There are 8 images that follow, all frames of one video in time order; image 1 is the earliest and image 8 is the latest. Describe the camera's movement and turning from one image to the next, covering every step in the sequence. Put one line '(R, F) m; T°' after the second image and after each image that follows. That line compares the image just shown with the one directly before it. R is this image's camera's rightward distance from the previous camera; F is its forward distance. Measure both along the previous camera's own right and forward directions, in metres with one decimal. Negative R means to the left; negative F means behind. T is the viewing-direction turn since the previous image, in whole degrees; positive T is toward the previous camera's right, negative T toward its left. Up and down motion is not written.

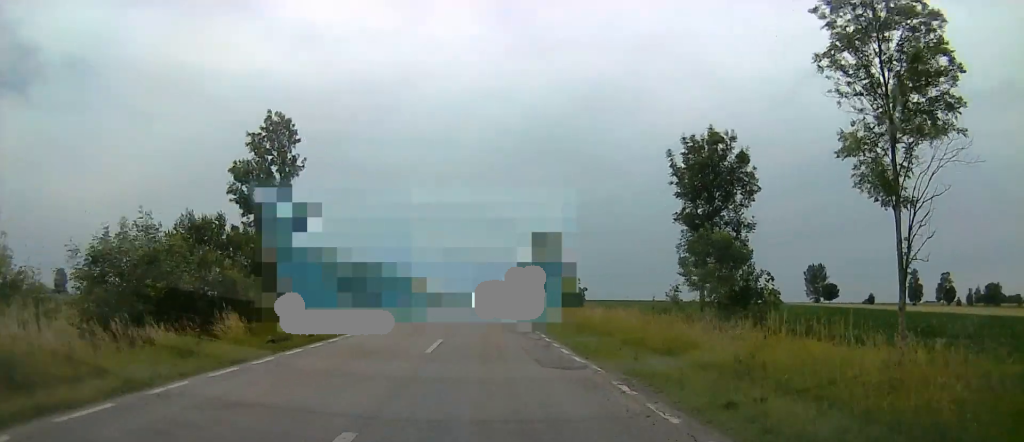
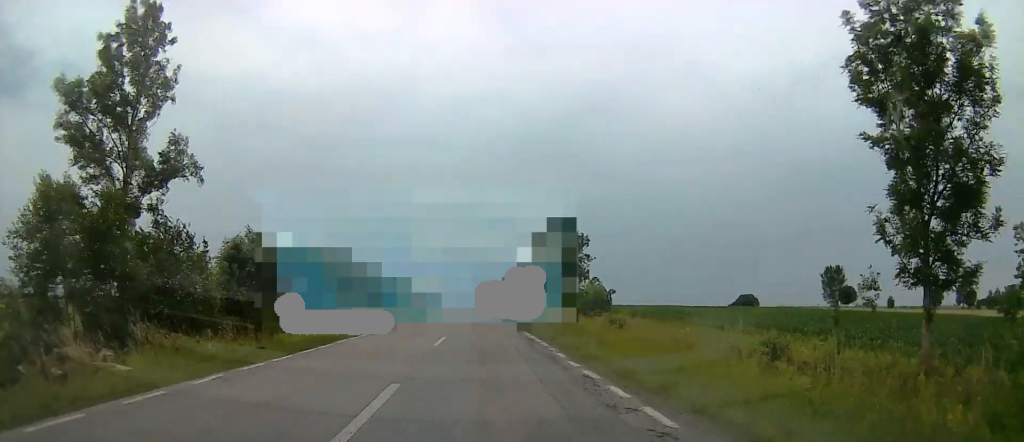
(-1.3, +20.2) m; 0°
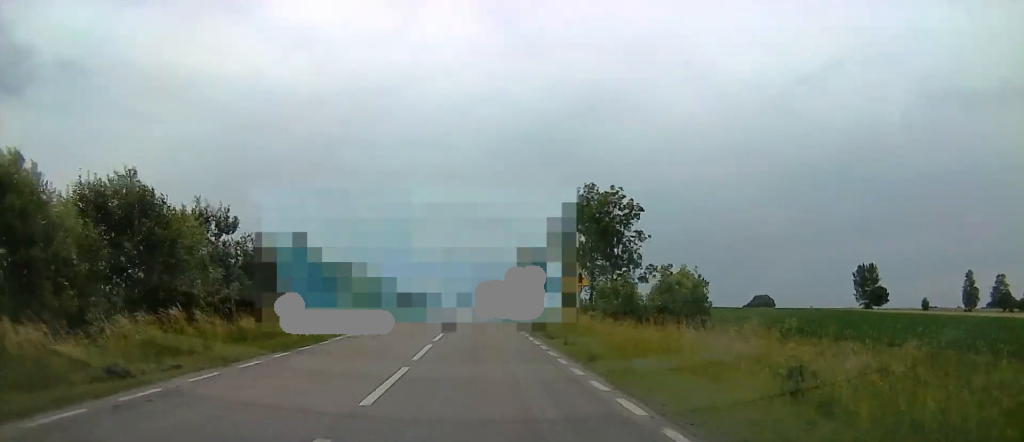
(+1.7, +27.9) m; +4°
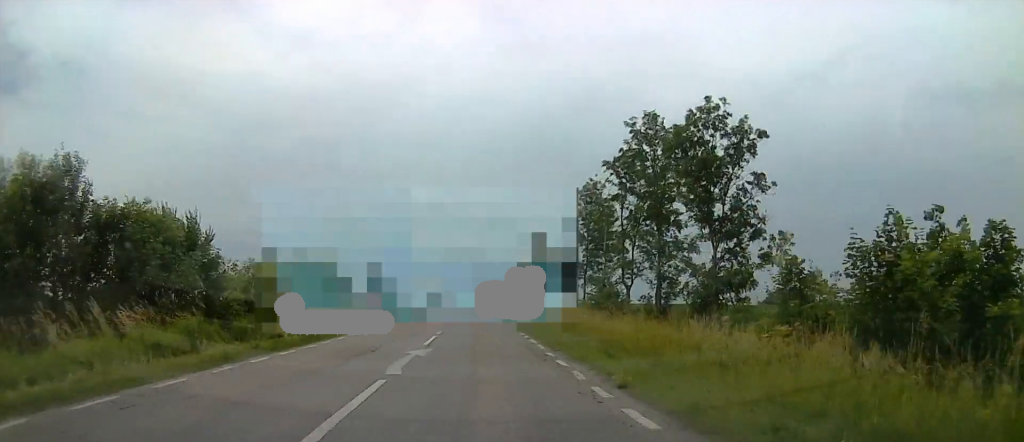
(+0.1, +26.1) m; 0°
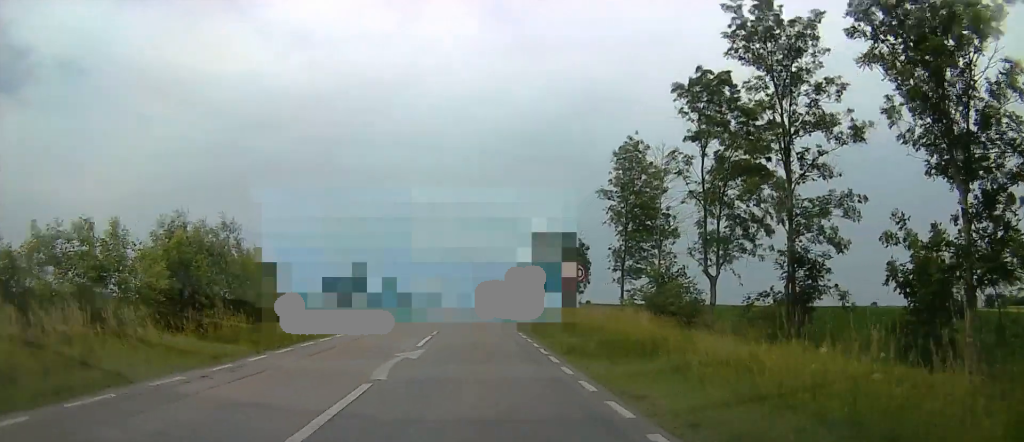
(0.0, +18.2) m; 0°
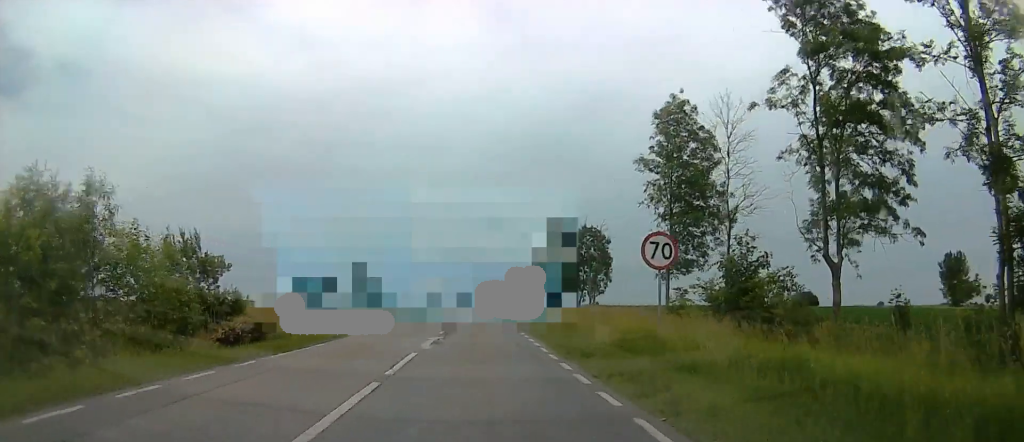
(+0.1, +11.1) m; -1°
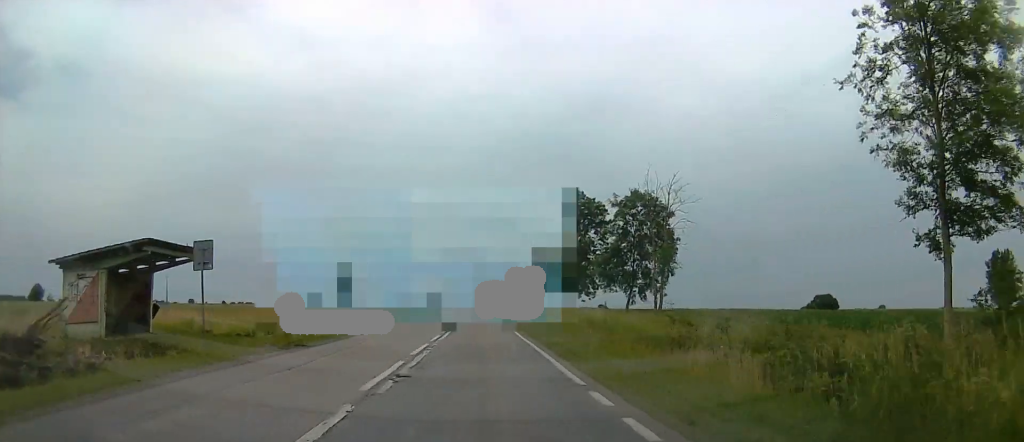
(-0.4, +25.9) m; -1°
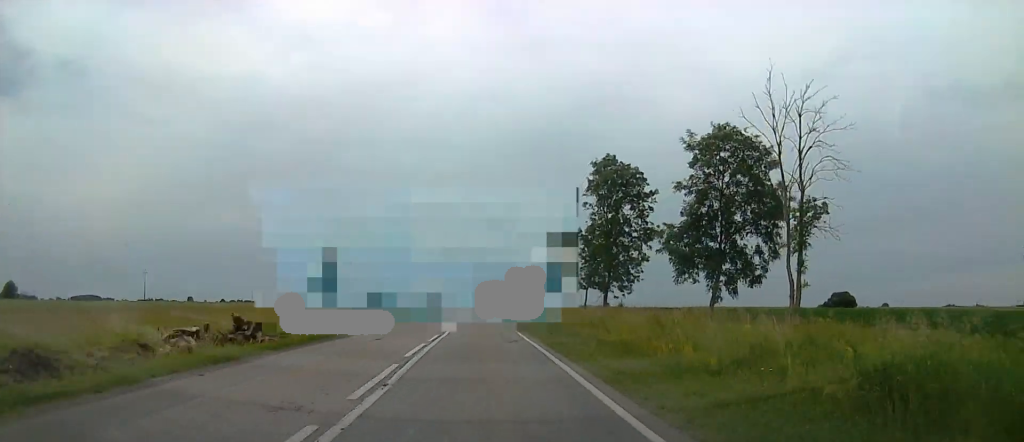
(0.0, +18.9) m; 0°
